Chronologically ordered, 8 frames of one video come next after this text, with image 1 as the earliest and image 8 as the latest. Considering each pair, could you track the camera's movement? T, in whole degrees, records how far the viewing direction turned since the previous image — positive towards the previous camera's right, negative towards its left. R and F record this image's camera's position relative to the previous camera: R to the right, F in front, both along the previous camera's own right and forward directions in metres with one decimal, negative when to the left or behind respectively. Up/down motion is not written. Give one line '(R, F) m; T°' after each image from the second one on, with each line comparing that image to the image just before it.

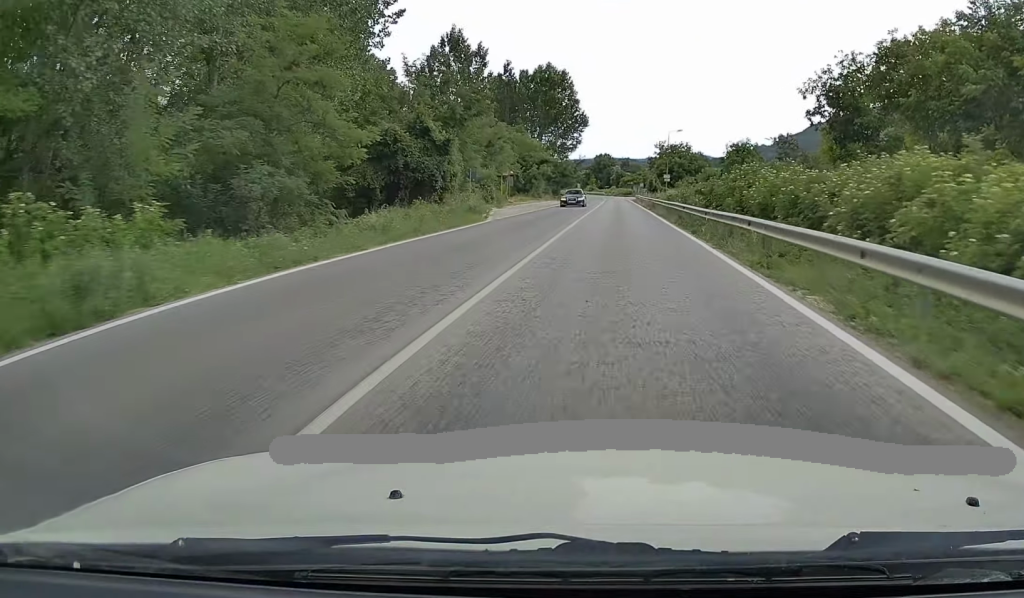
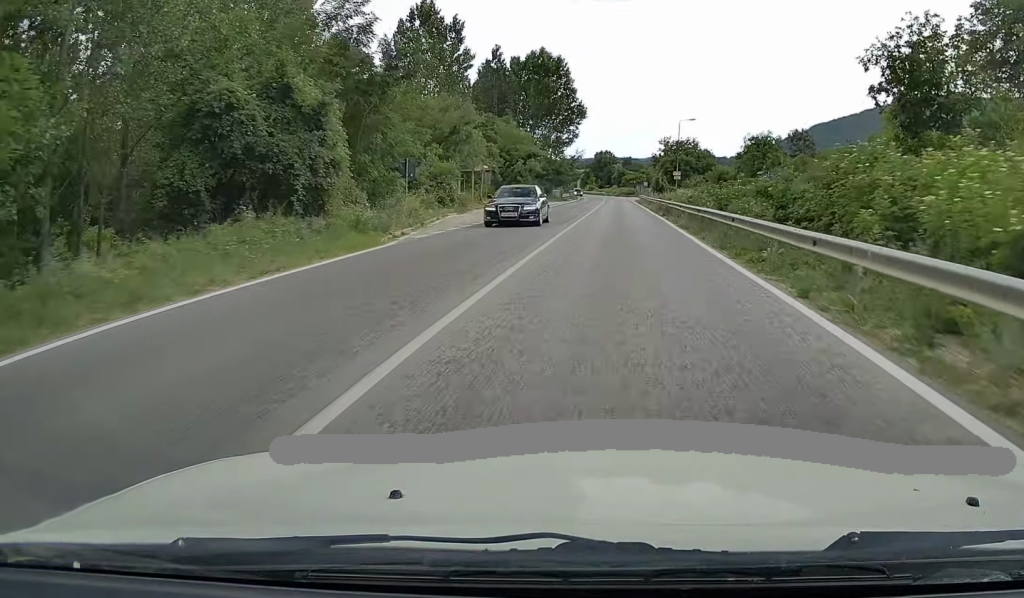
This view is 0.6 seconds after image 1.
(+0.1, +13.8) m; 0°
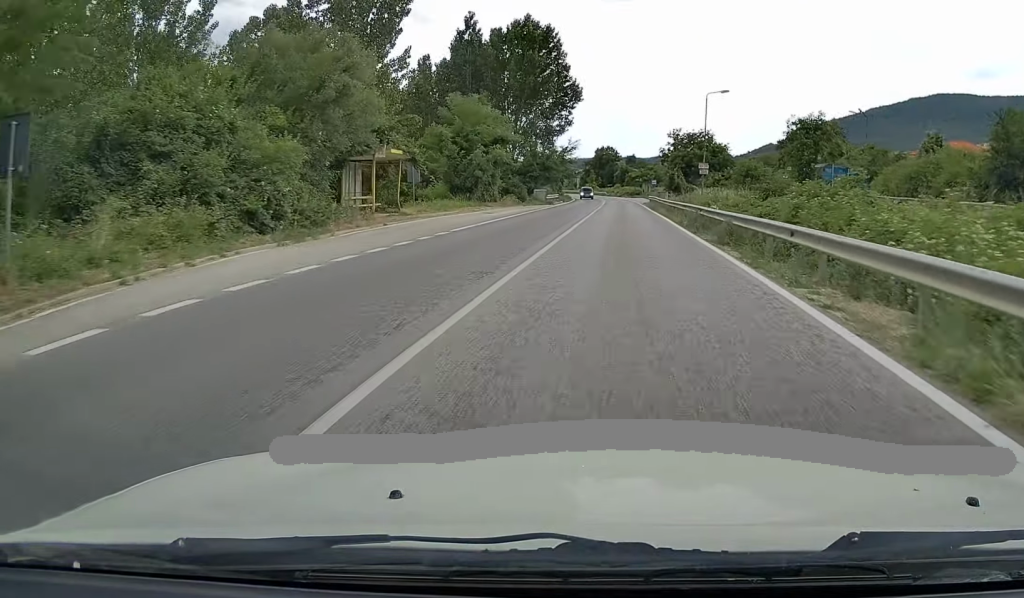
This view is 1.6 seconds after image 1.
(0.0, +22.1) m; 0°
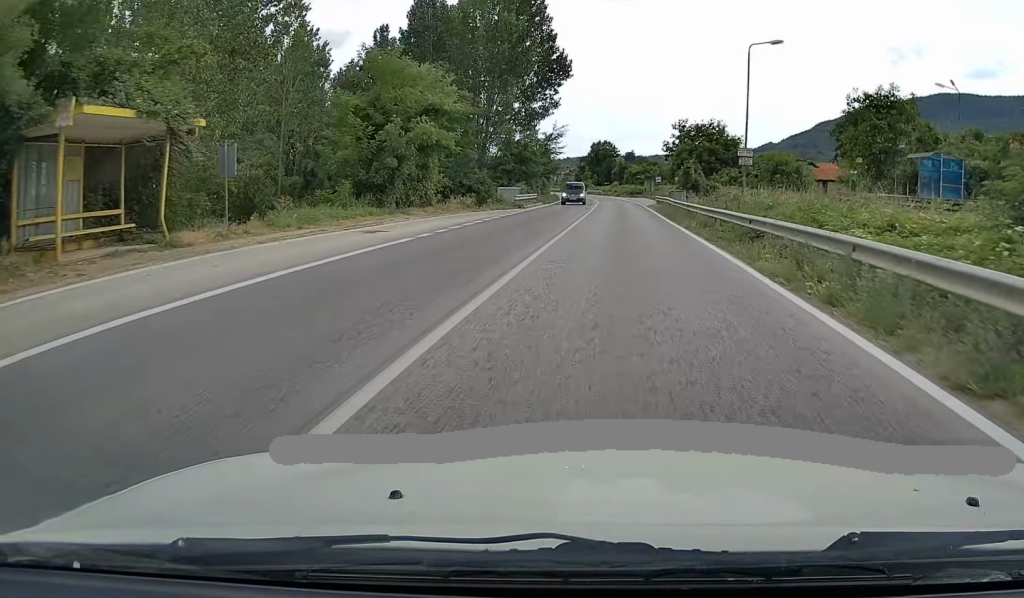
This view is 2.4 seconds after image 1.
(-0.2, +19.1) m; 0°
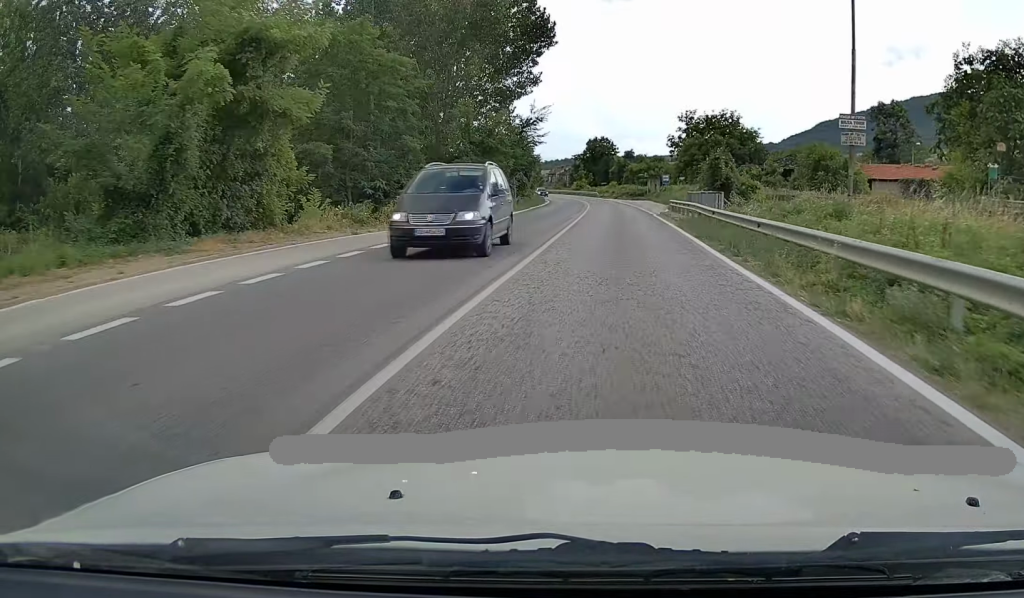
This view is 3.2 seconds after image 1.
(+0.2, +17.4) m; +1°
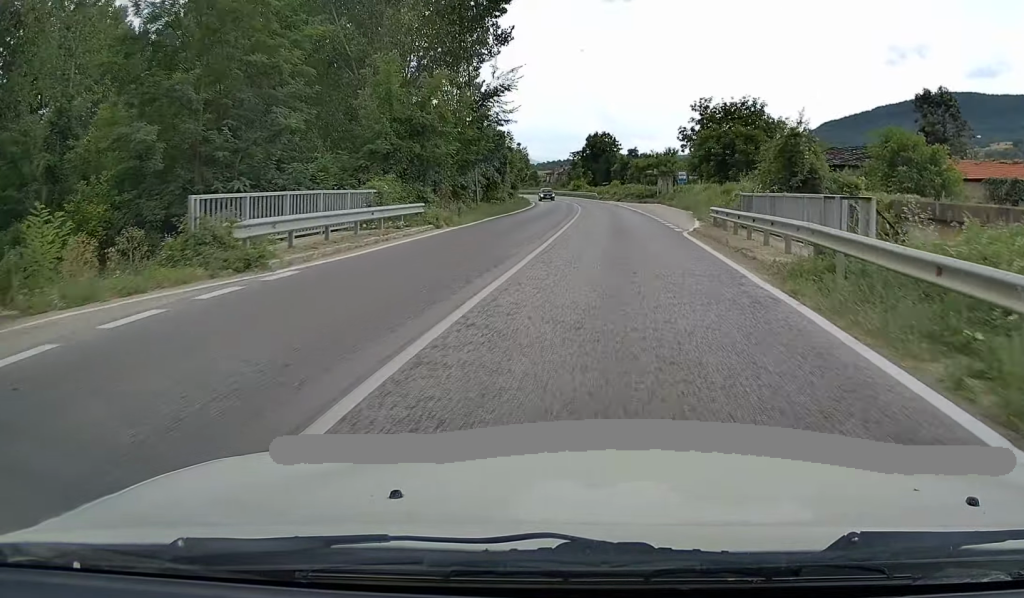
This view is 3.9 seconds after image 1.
(0.0, +17.2) m; -1°
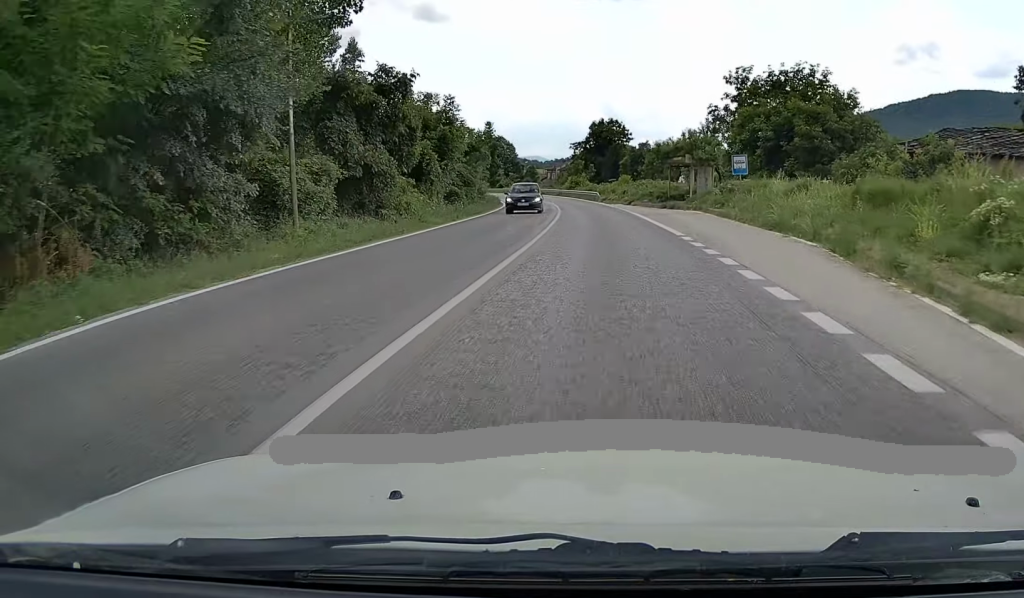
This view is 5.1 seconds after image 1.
(-0.7, +25.9) m; -3°
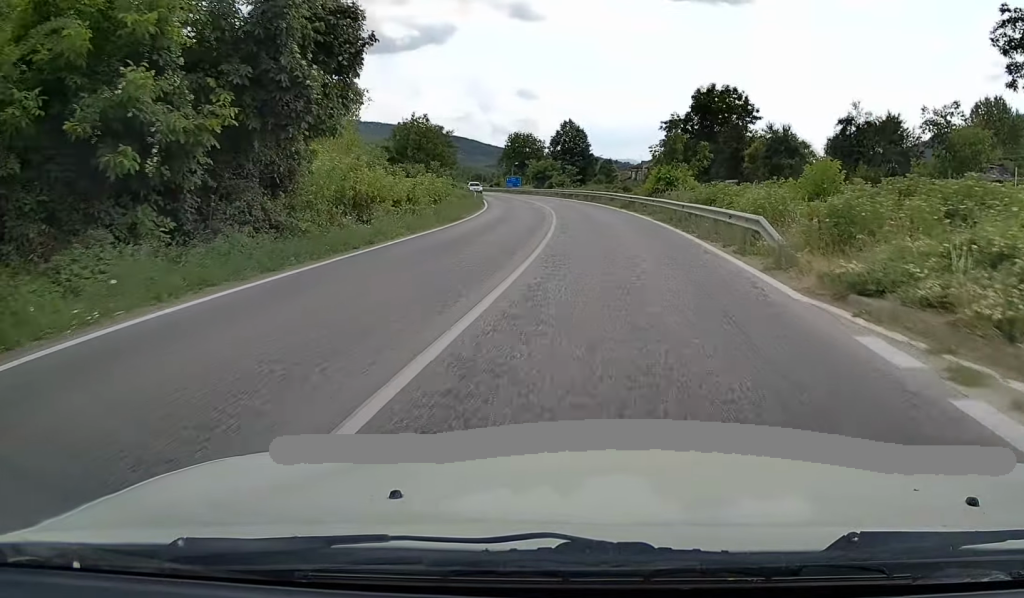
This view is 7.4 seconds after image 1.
(-2.4, +50.1) m; -6°
